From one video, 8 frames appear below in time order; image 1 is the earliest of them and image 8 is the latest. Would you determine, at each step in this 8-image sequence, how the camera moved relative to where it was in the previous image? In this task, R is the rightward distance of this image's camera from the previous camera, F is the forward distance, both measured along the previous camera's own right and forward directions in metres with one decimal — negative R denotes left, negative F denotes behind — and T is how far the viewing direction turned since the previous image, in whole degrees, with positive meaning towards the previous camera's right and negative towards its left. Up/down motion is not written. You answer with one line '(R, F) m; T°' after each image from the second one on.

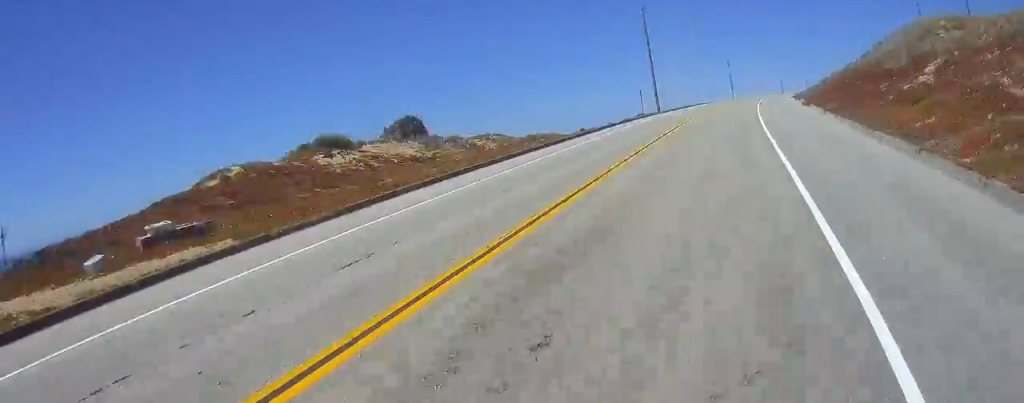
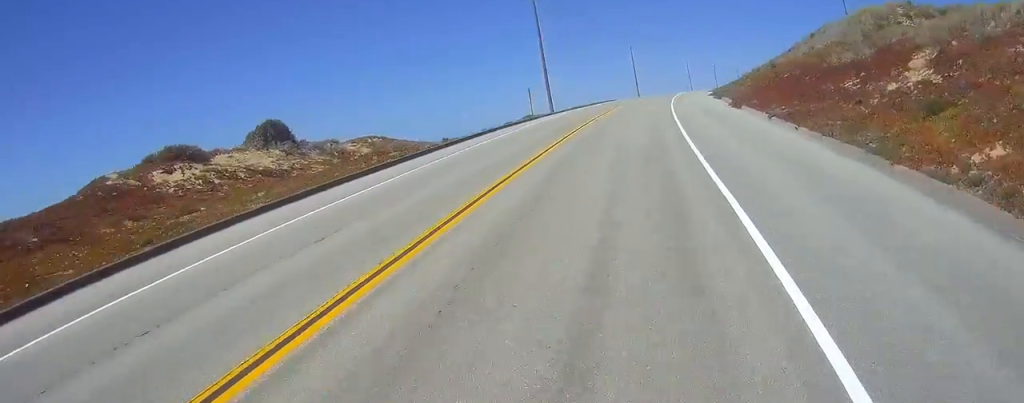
(-0.1, +8.9) m; +2°
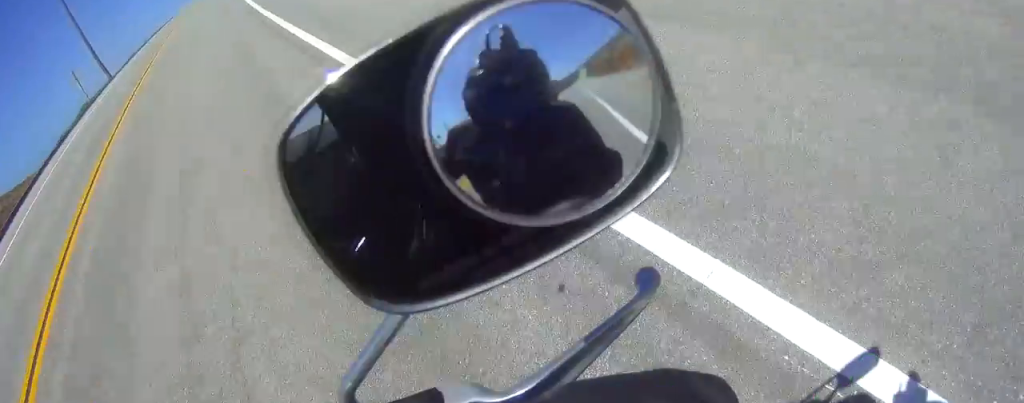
(+0.6, +13.3) m; +4°
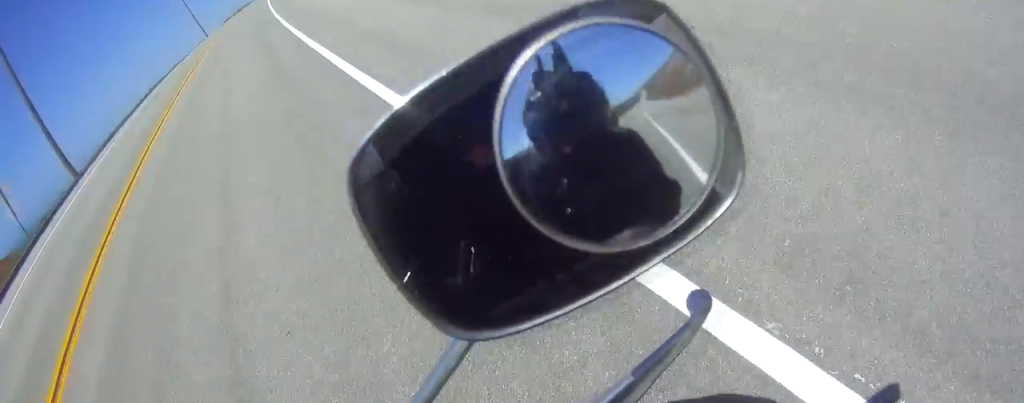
(+0.4, +19.3) m; +1°
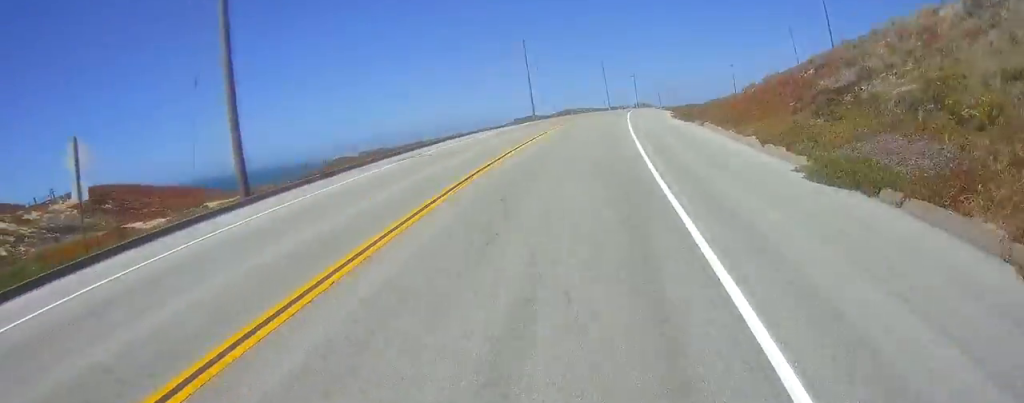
(0.0, +10.7) m; 0°
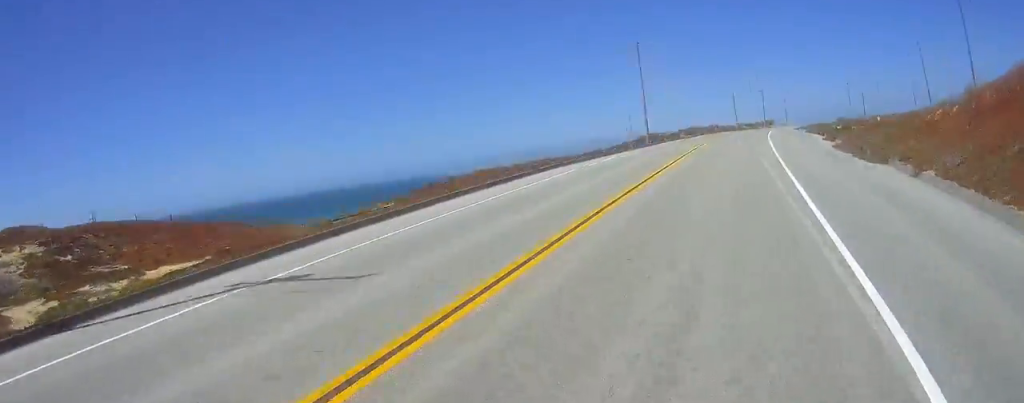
(+0.1, +15.5) m; +1°
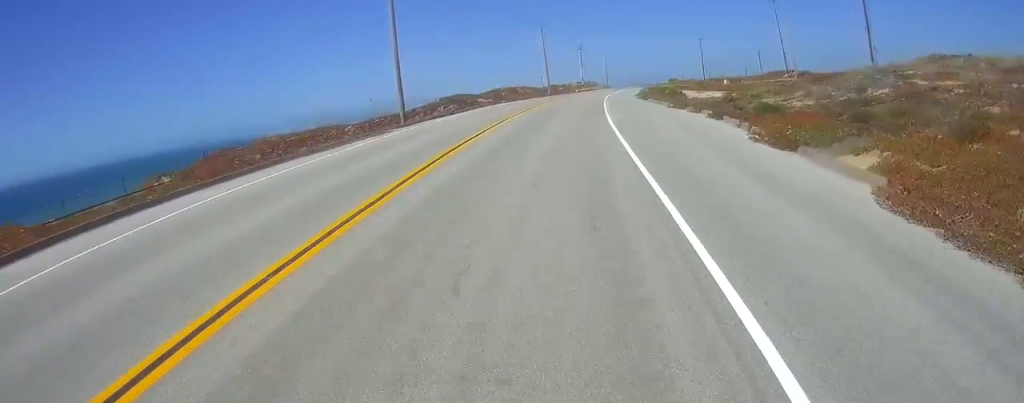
(+0.5, +23.0) m; +1°
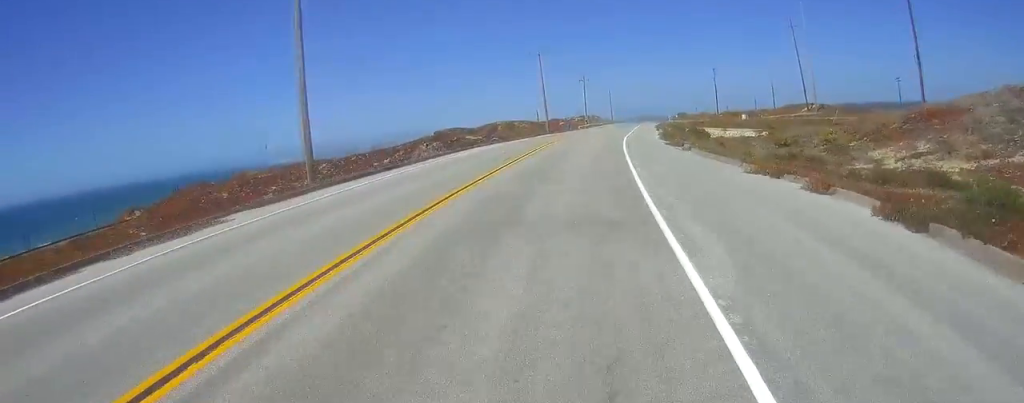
(0.0, +14.8) m; 0°
